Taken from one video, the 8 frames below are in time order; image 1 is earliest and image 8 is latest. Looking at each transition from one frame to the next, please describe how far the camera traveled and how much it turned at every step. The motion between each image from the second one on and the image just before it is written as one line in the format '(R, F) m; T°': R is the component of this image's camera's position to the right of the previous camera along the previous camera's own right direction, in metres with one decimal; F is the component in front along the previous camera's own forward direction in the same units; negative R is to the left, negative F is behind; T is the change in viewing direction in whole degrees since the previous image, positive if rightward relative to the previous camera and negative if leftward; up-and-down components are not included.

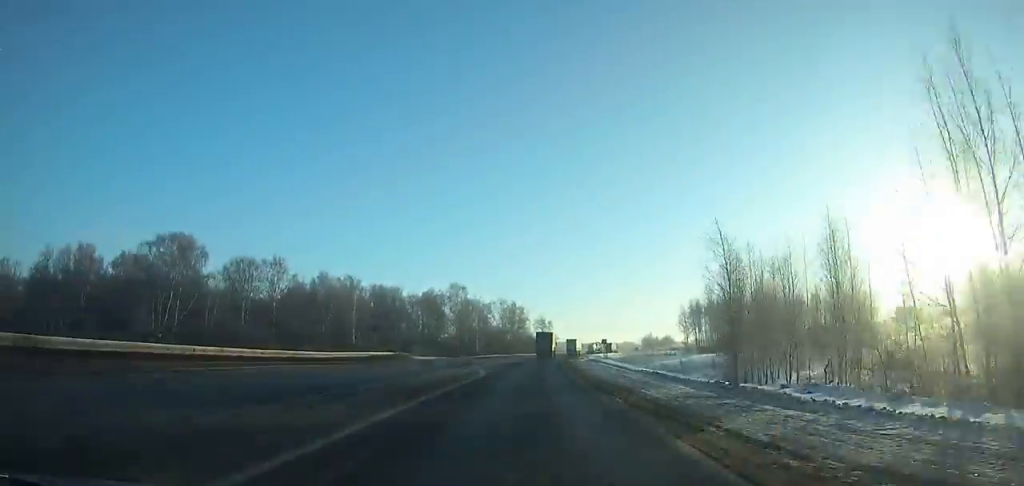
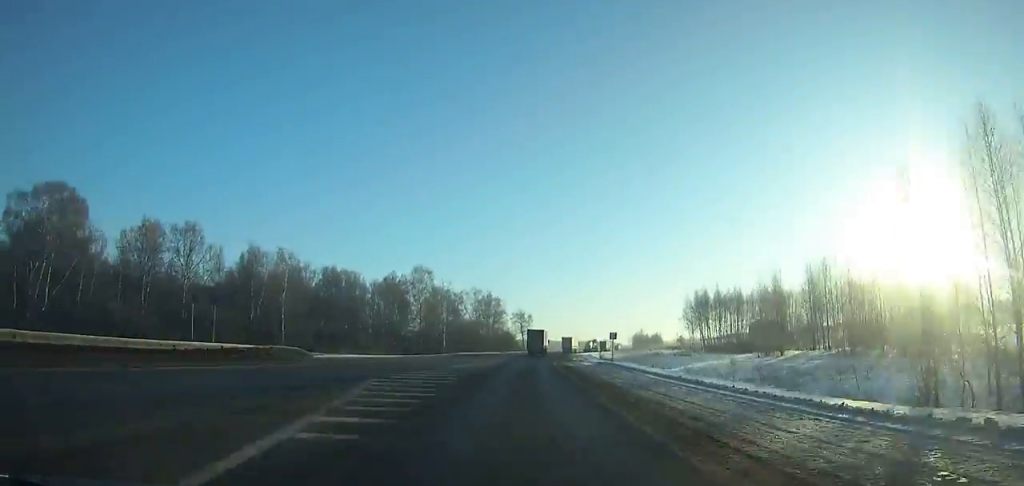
(+0.2, +24.2) m; +2°
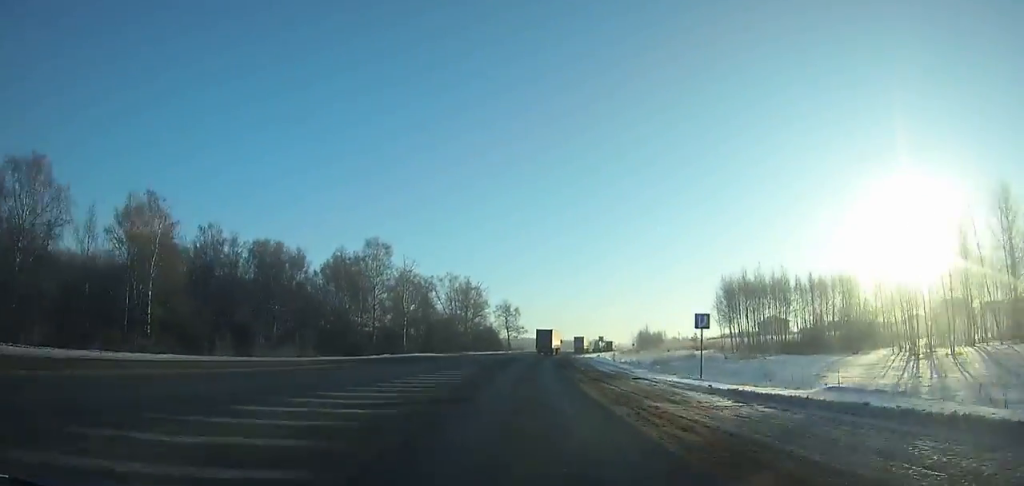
(+0.7, +32.4) m; +2°
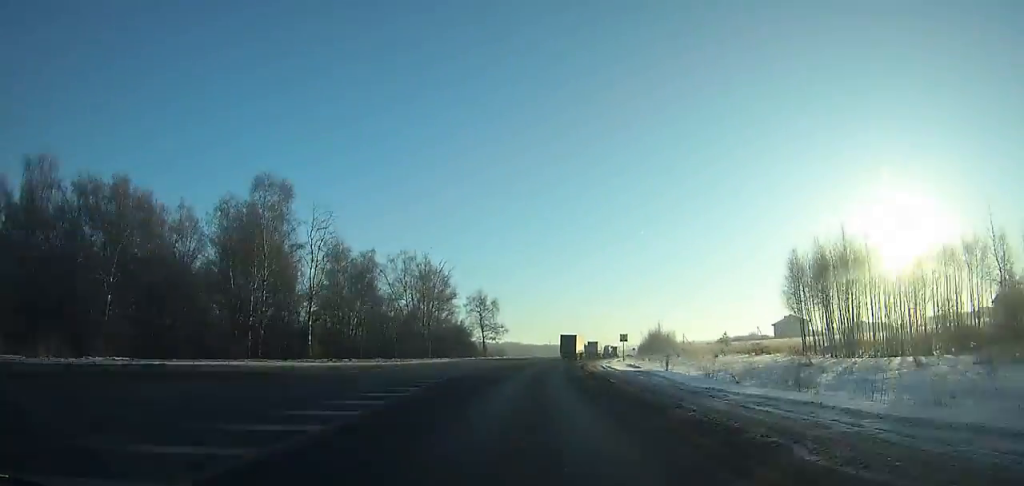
(+0.8, +39.3) m; +3°
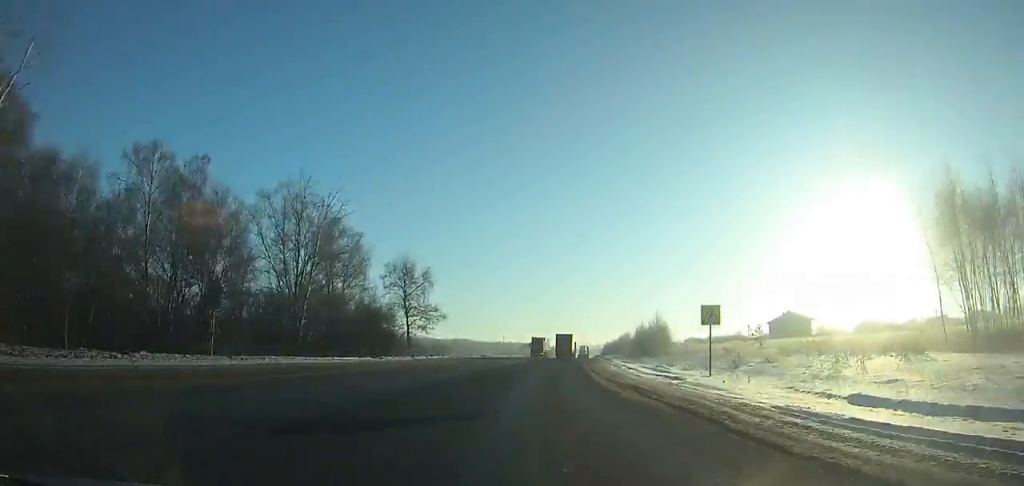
(+1.2, +43.1) m; +4°
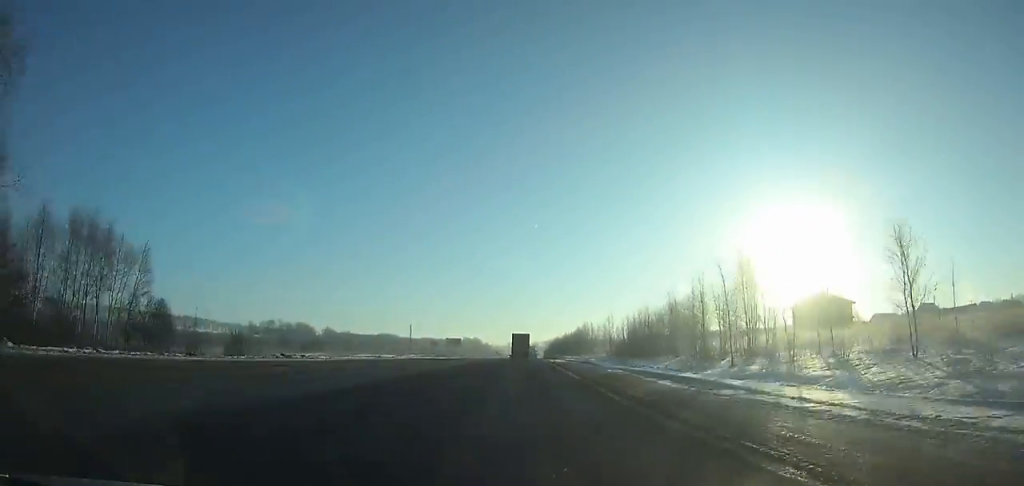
(+3.6, +69.0) m; +5°
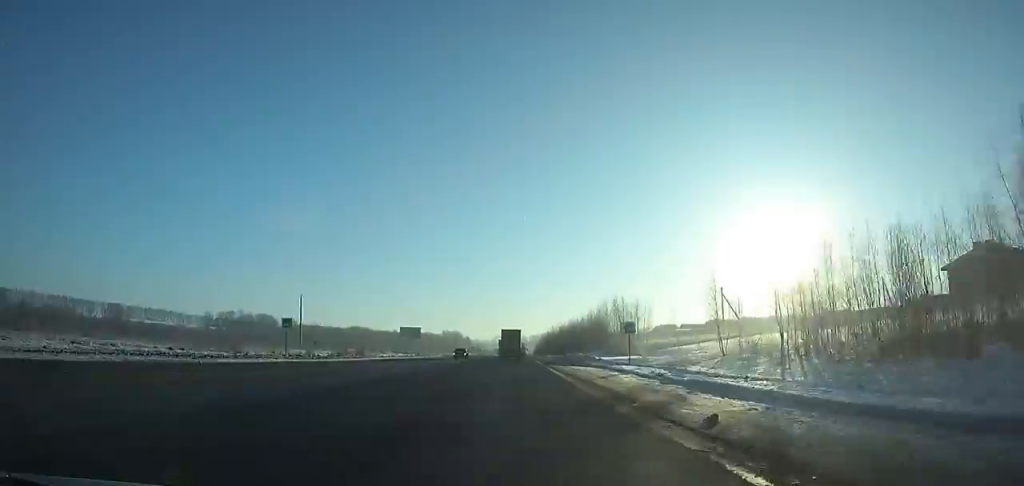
(+1.2, +65.4) m; +1°
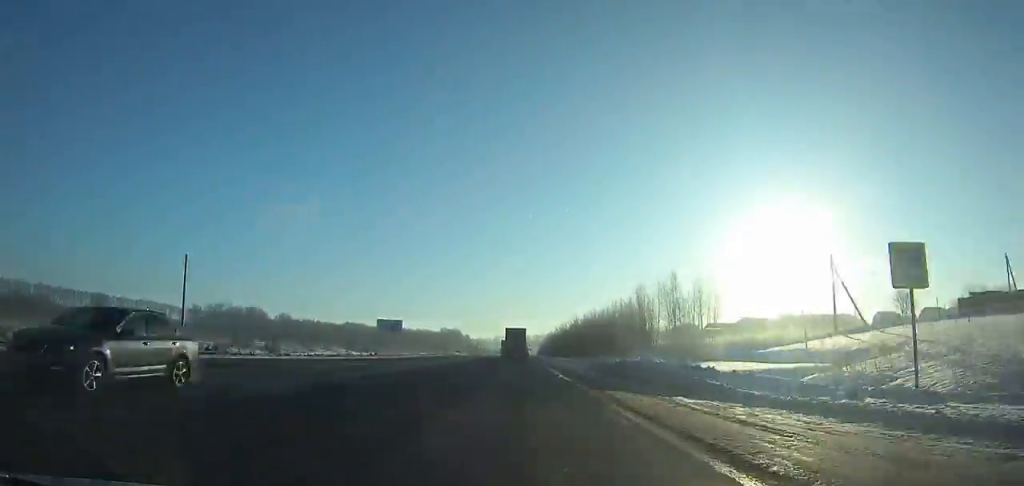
(0.0, +29.2) m; 0°
